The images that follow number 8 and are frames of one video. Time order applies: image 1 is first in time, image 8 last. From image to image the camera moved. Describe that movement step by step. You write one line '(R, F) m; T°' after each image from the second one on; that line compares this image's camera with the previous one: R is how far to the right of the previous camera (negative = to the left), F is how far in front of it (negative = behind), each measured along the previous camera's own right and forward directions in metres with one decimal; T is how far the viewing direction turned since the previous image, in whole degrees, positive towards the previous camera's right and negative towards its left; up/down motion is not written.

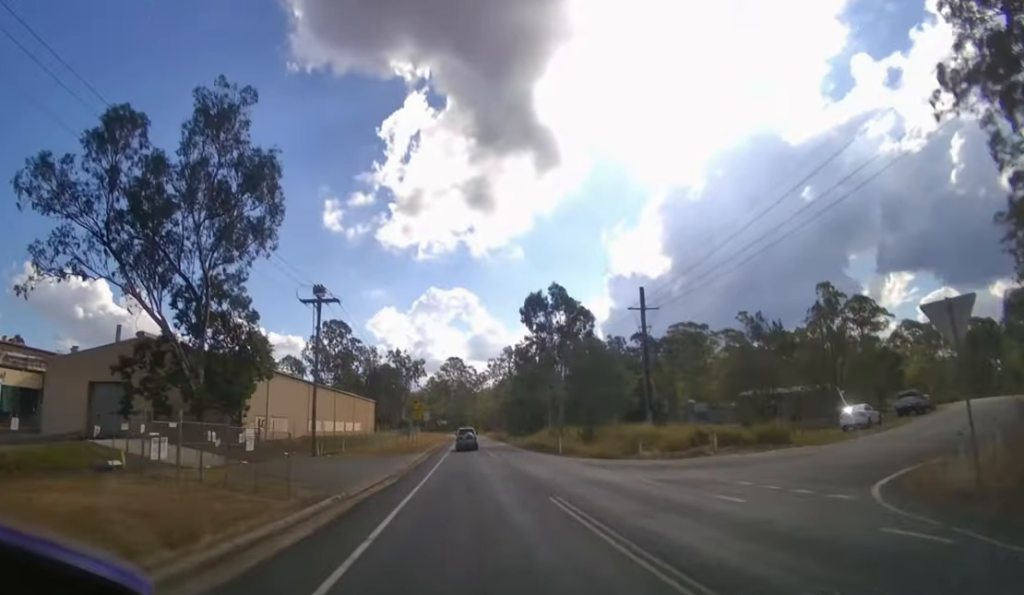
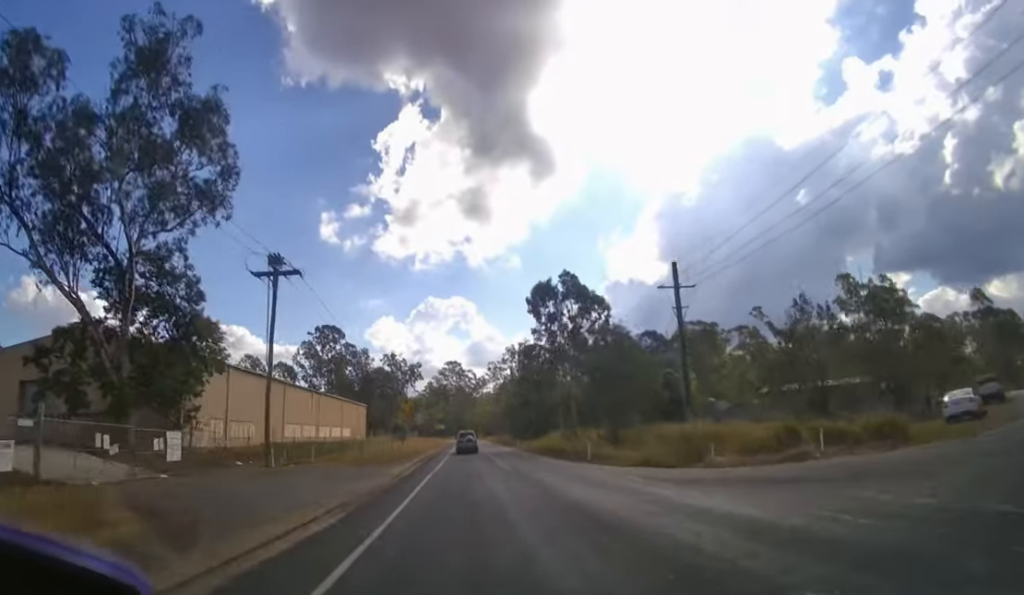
(0.0, +8.7) m; 0°
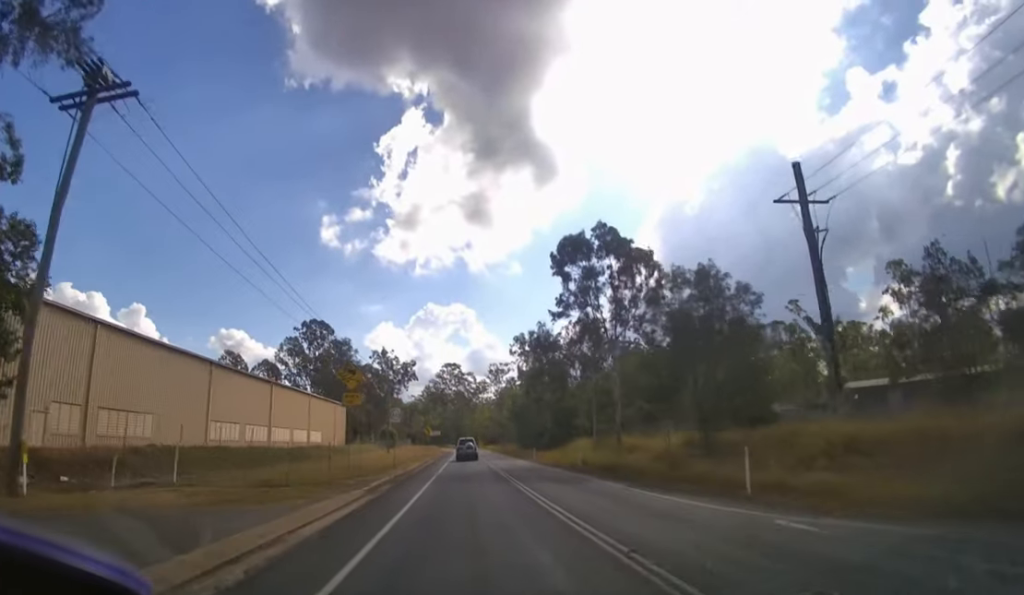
(+0.1, +15.3) m; 0°
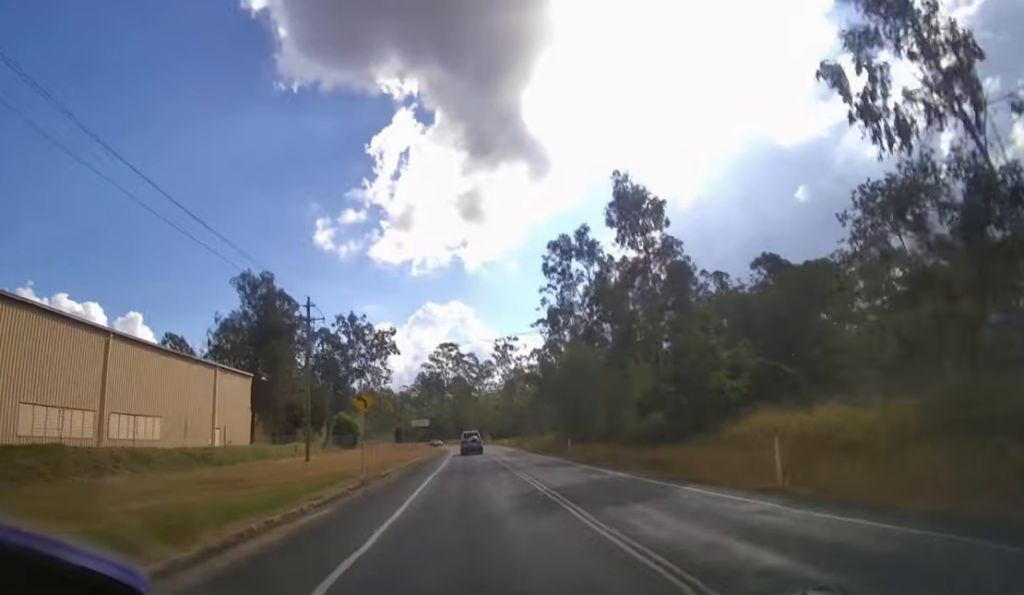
(+0.1, +33.8) m; 0°
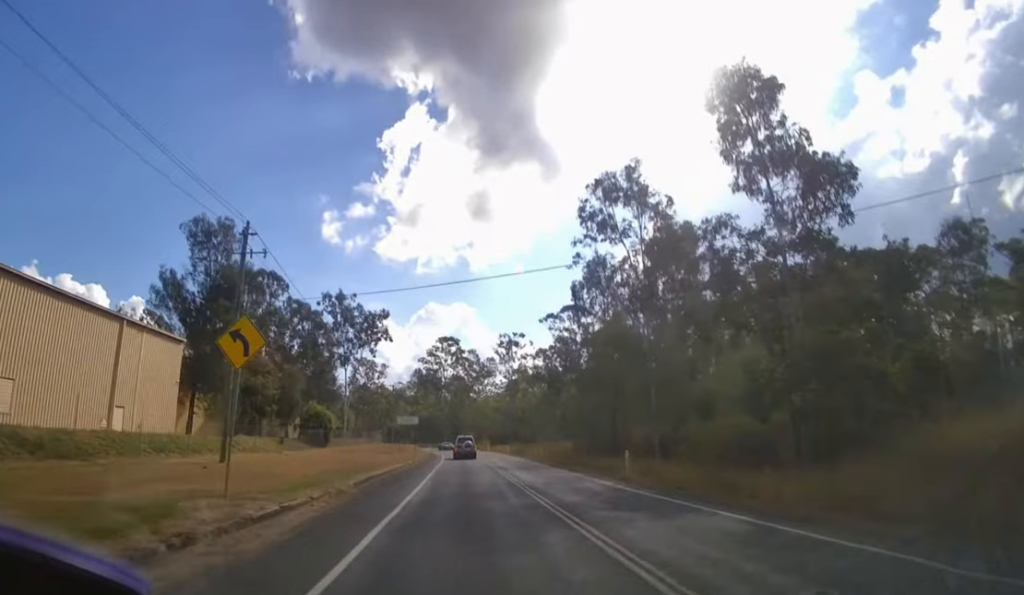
(0.0, +10.0) m; 0°
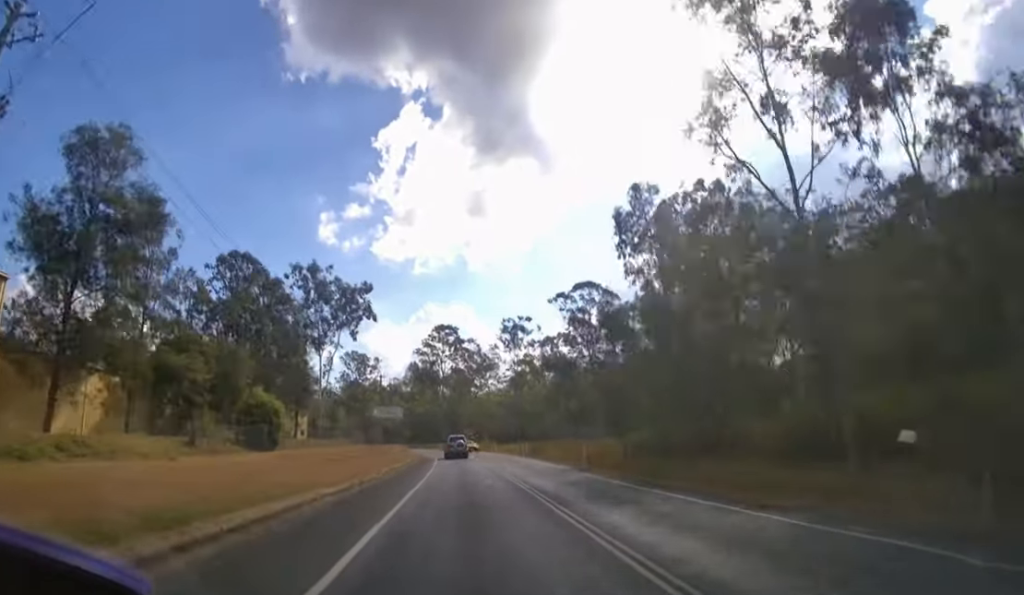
(0.0, +12.0) m; 0°
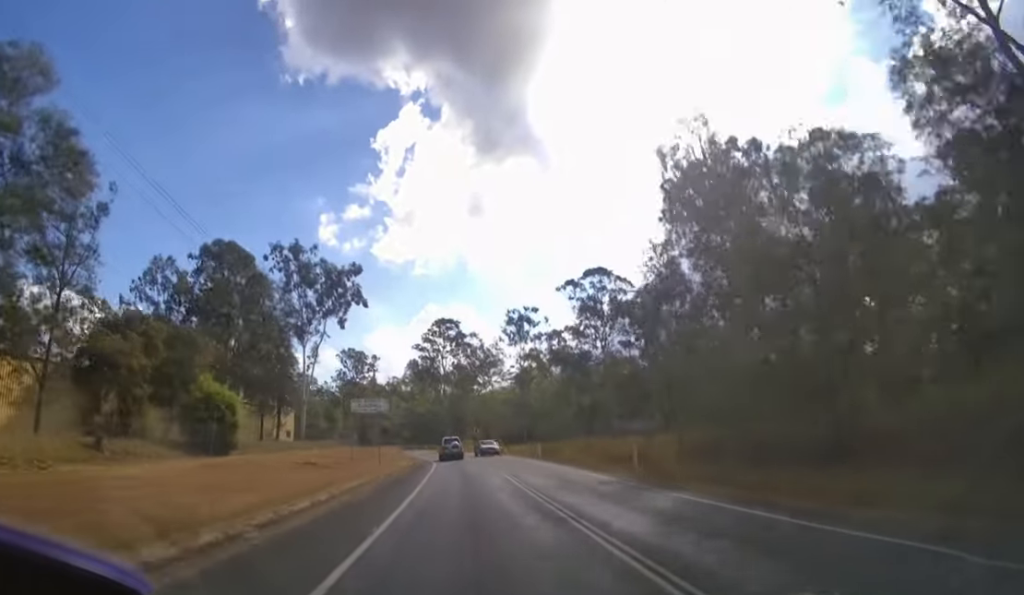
(0.0, +6.4) m; 0°
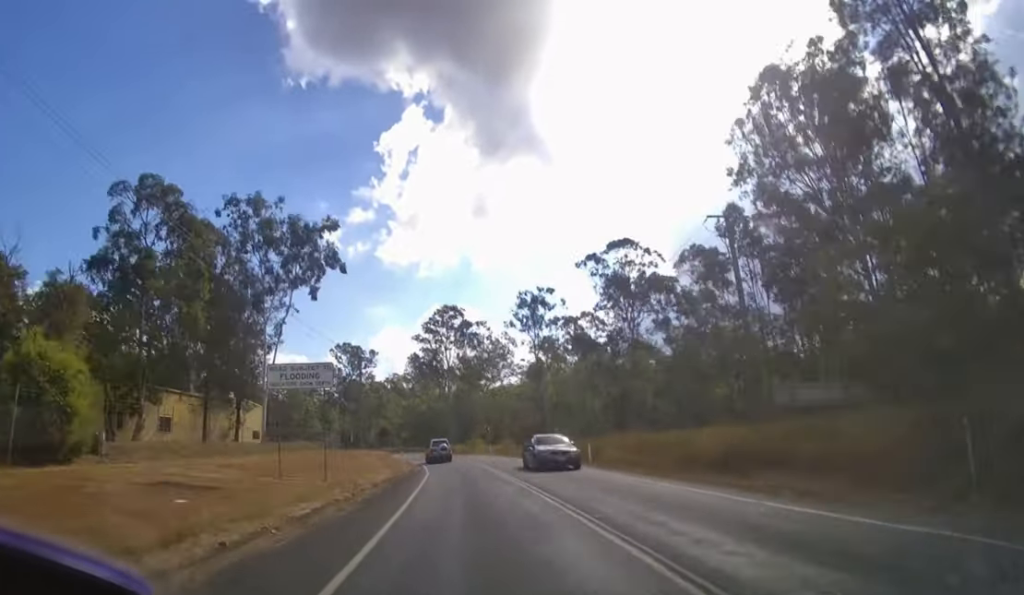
(0.0, +12.9) m; -1°
